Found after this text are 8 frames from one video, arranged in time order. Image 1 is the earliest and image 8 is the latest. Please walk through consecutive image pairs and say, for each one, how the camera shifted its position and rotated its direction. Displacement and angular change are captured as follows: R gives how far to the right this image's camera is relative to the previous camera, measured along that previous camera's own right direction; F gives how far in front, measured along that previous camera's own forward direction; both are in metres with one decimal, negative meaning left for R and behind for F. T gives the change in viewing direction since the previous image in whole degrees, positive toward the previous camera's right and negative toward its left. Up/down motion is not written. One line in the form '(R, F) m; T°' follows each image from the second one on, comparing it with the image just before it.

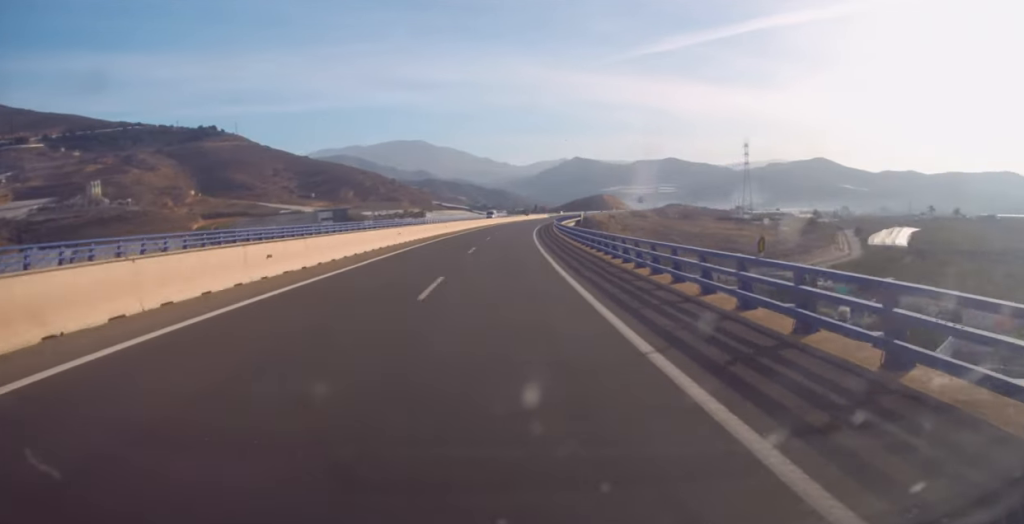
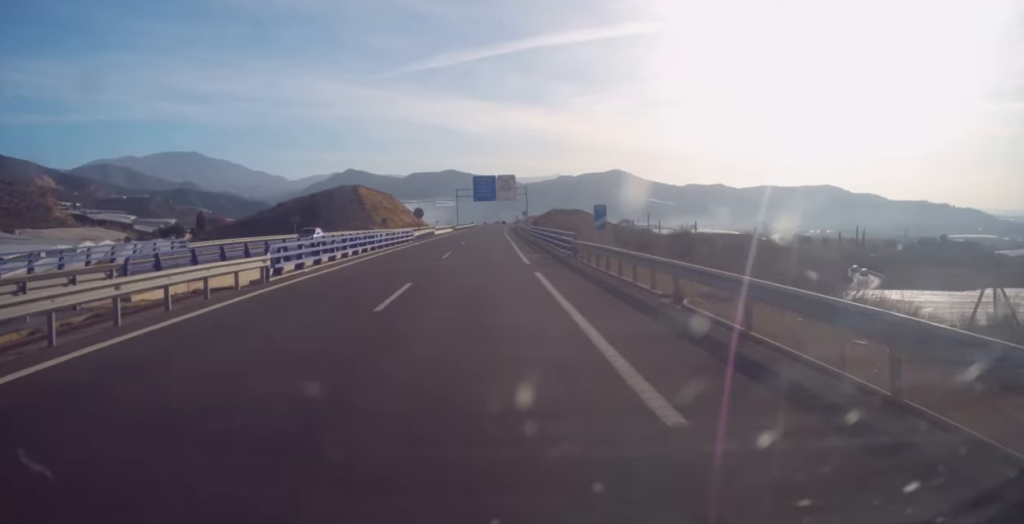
(+58.1, +378.4) m; +13°
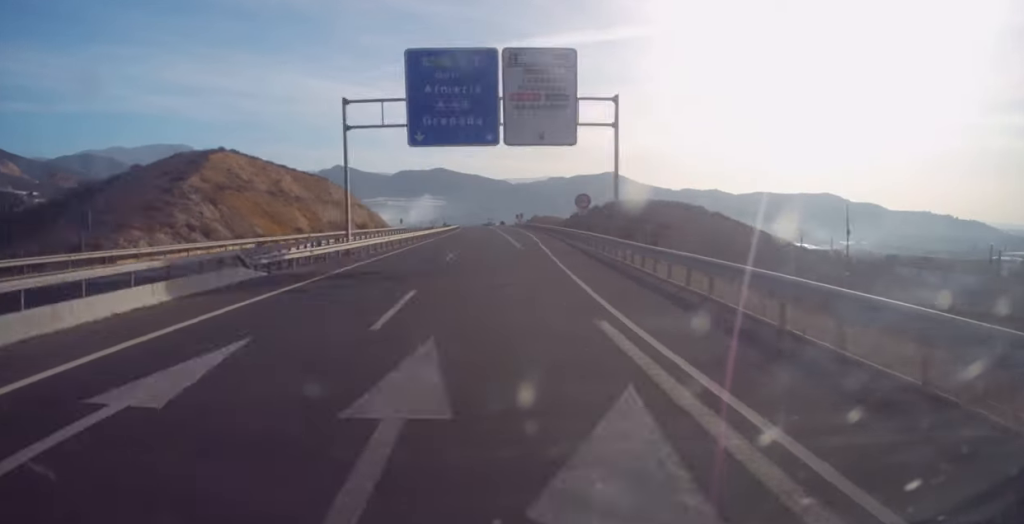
(+0.7, +101.5) m; -1°
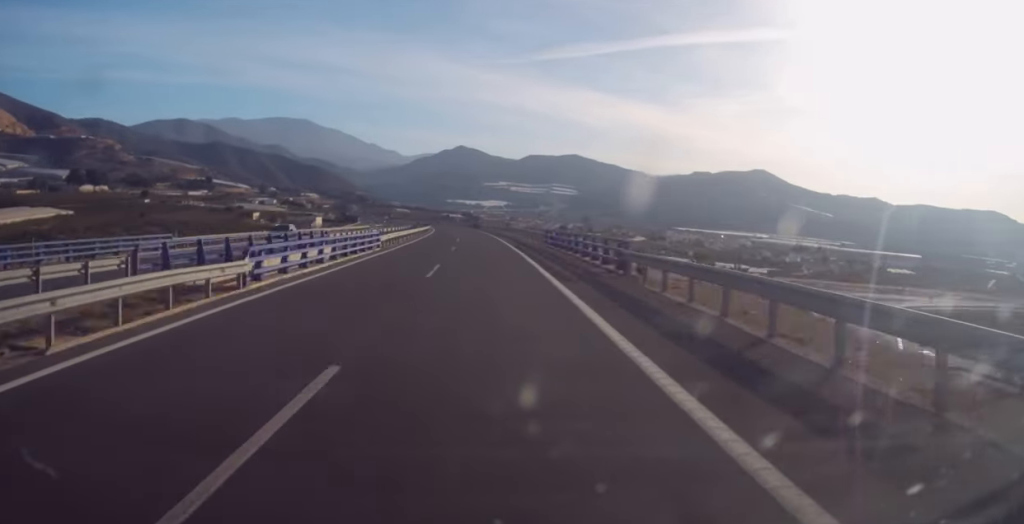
(-30.1, +438.5) m; -12°
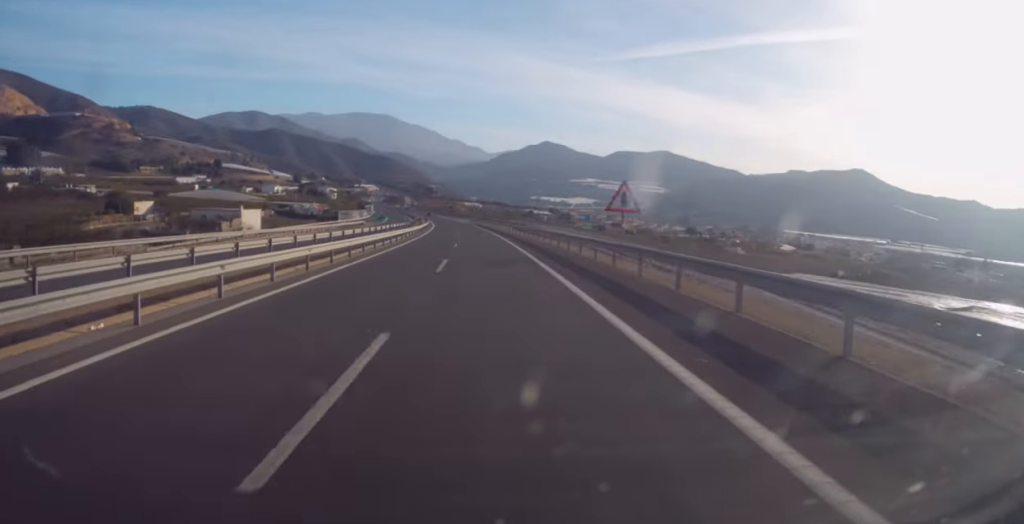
(-11.3, +194.7) m; -7°
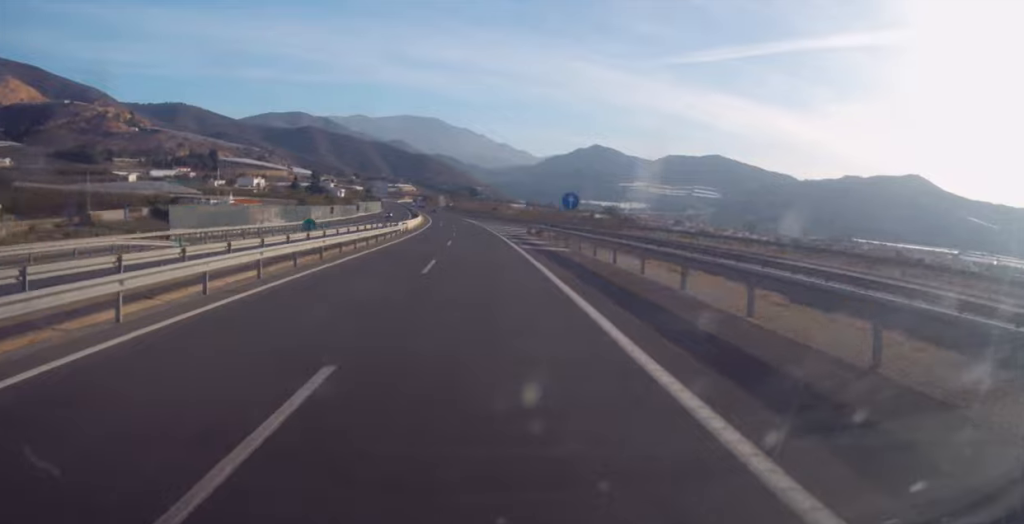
(-7.2, +108.3) m; -3°
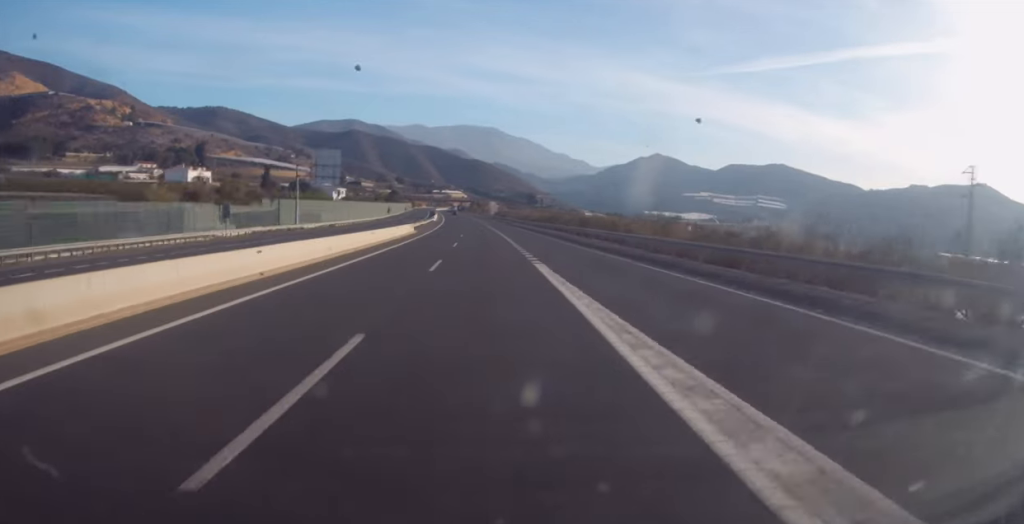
(-4.6, +117.6) m; -3°
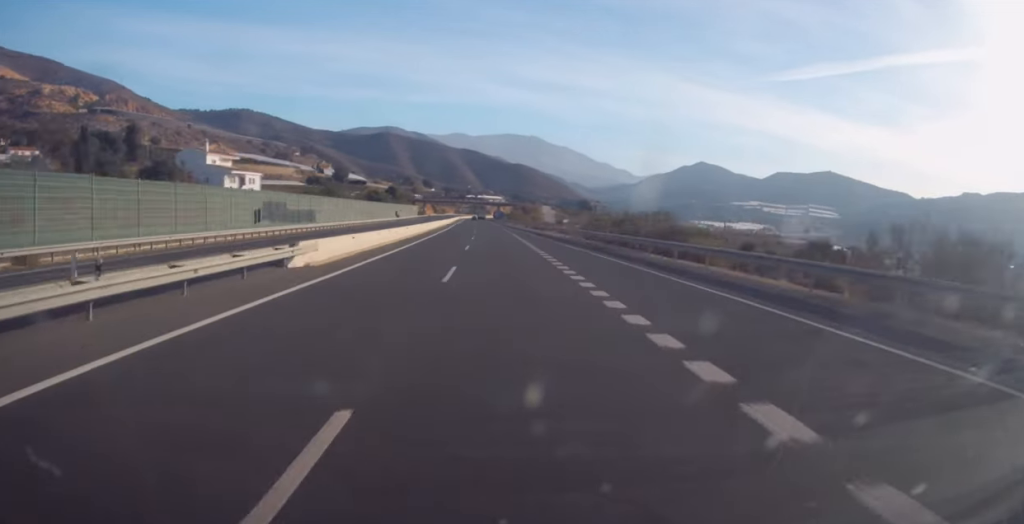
(-3.7, +129.8) m; -1°
